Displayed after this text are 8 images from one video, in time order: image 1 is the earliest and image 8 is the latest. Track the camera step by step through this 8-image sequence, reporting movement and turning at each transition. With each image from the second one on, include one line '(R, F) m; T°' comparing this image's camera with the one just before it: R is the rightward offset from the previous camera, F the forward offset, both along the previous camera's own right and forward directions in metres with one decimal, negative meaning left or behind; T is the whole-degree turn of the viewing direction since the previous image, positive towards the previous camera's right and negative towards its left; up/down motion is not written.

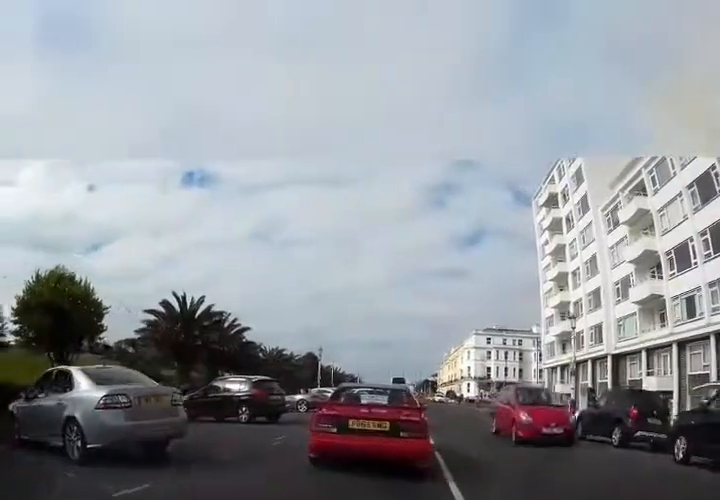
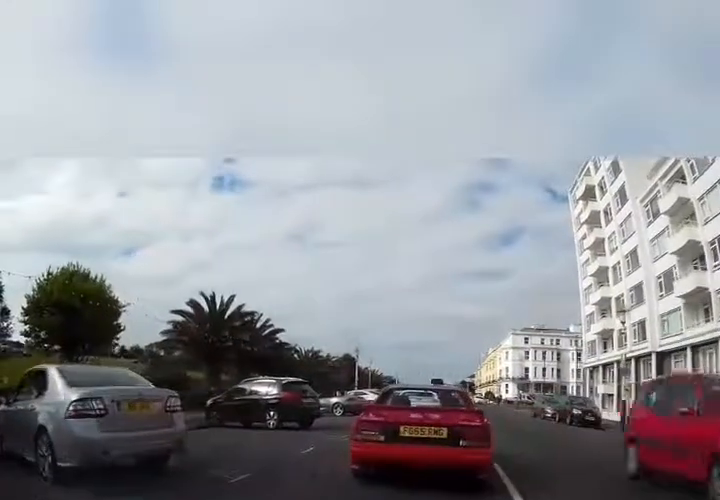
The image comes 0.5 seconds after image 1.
(0.0, +1.6) m; -2°
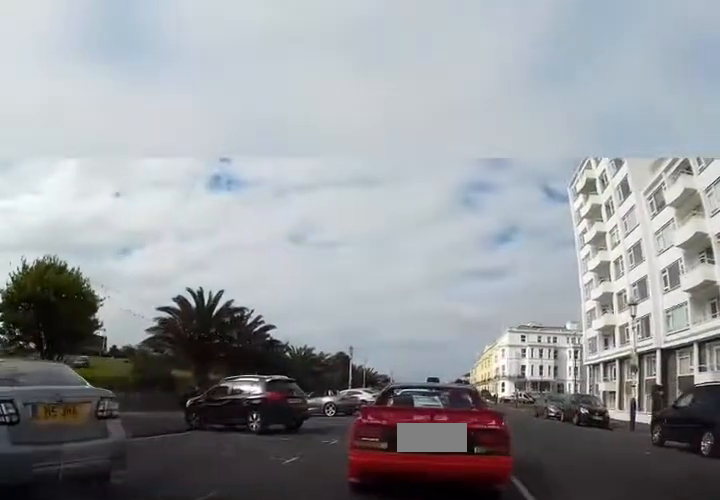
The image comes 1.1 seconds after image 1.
(0.0, +1.4) m; -1°
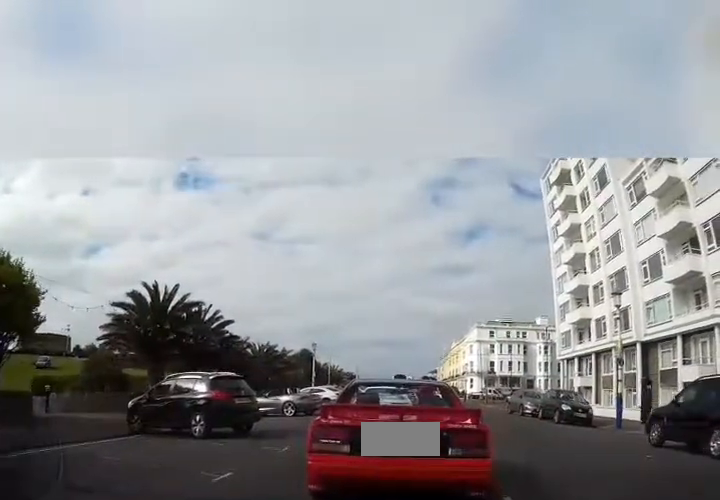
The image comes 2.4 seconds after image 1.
(0.0, +1.5) m; 0°
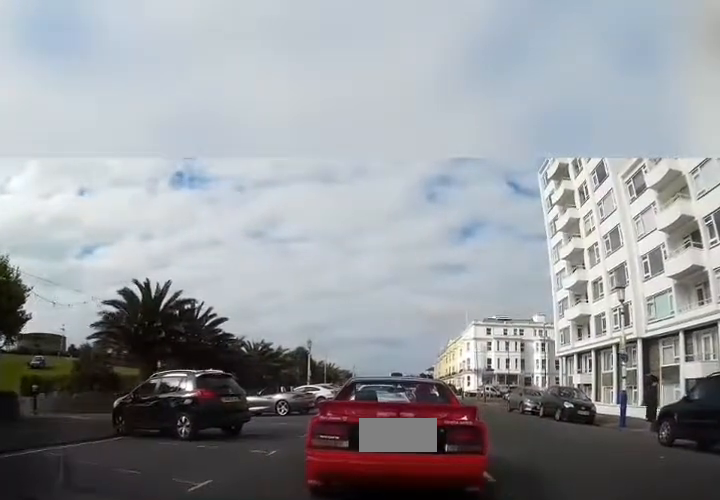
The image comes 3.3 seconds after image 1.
(+0.1, +0.8) m; 0°
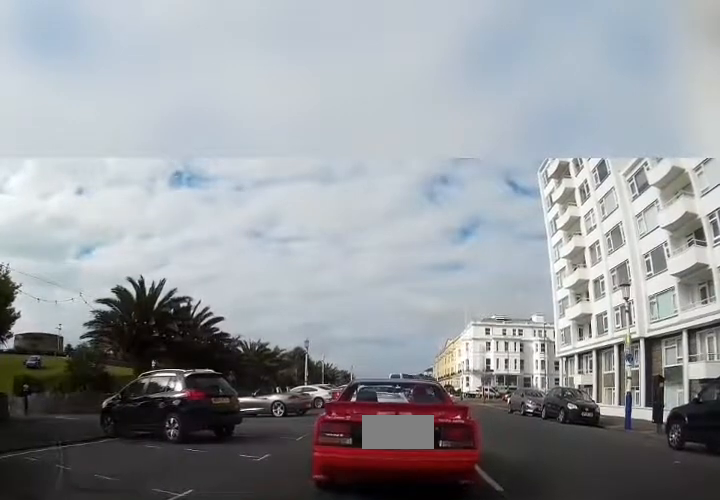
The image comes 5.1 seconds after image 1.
(+0.7, +1.0) m; 0°
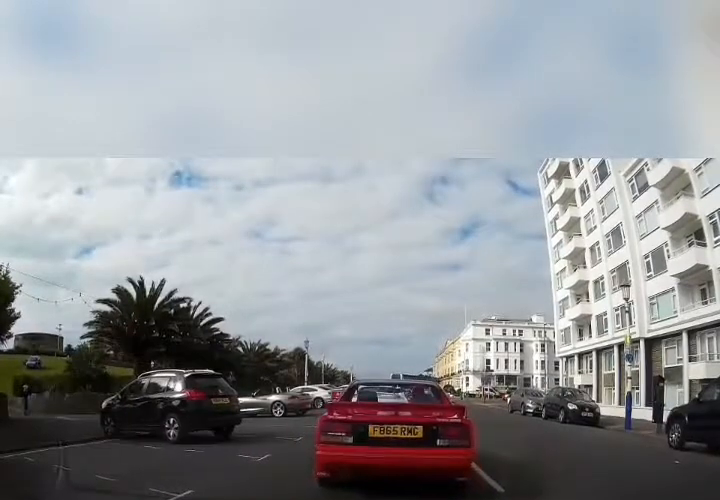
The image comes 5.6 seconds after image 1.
(0.0, +0.3) m; 0°
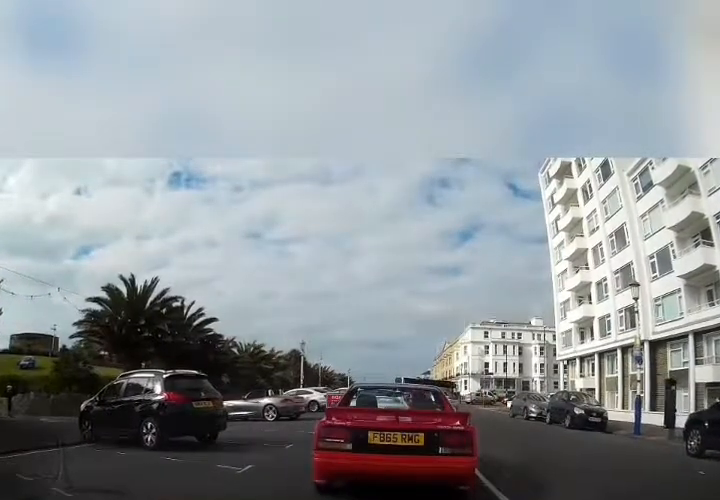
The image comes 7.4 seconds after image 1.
(0.0, +1.2) m; 0°
